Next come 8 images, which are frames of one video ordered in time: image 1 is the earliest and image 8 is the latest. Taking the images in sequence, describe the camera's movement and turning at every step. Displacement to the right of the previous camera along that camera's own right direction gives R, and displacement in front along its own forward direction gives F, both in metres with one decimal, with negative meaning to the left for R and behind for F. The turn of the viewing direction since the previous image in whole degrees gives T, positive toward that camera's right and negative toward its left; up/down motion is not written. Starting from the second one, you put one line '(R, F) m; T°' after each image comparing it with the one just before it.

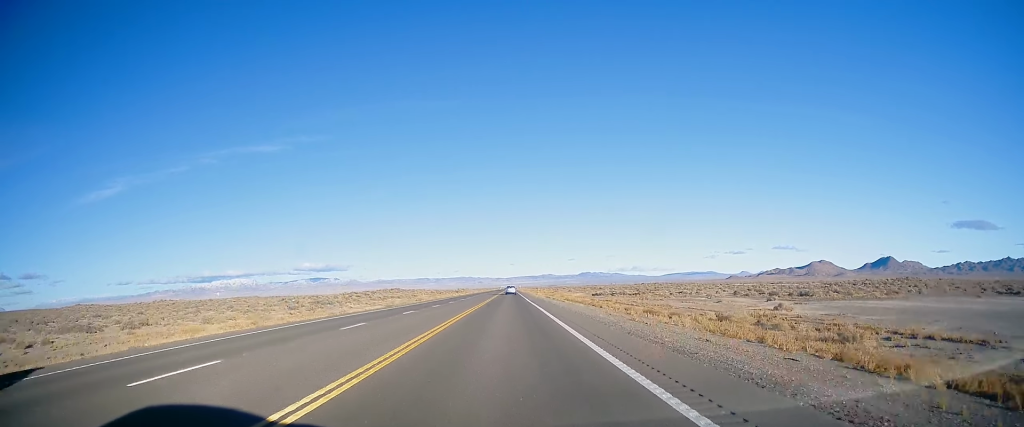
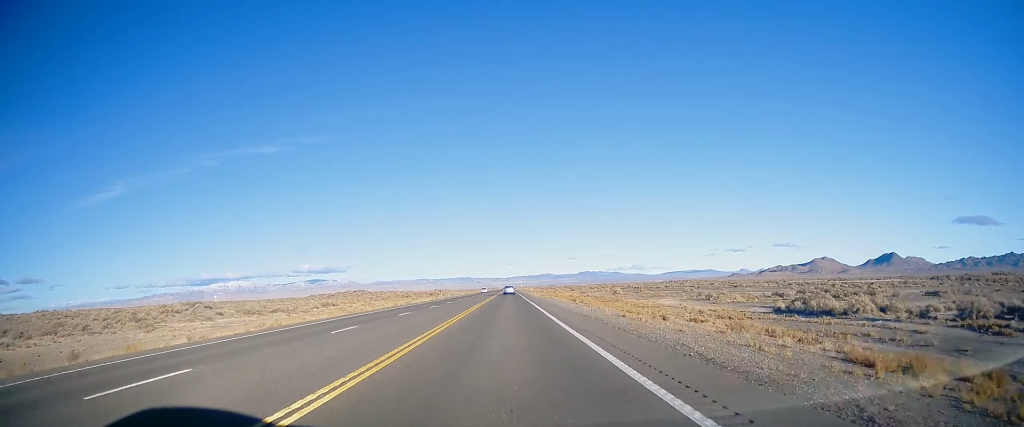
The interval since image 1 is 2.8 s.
(-0.1, +98.7) m; 0°
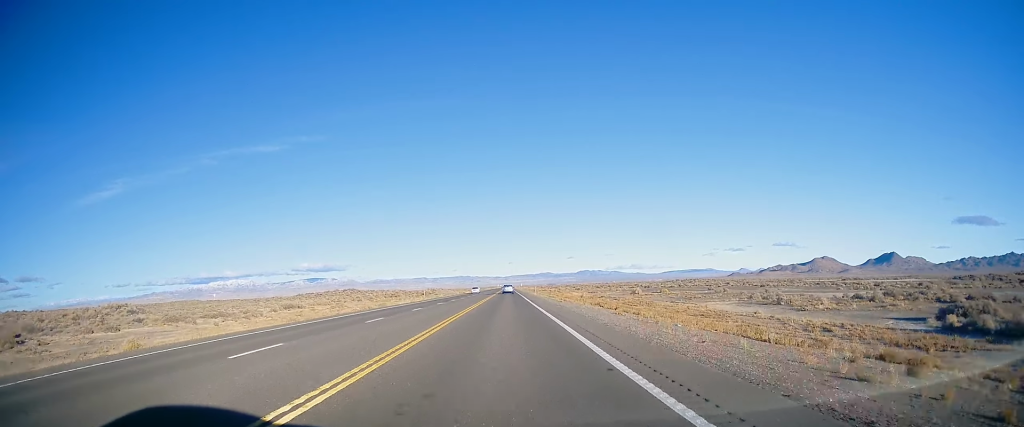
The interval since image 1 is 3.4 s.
(-0.1, +19.3) m; 0°
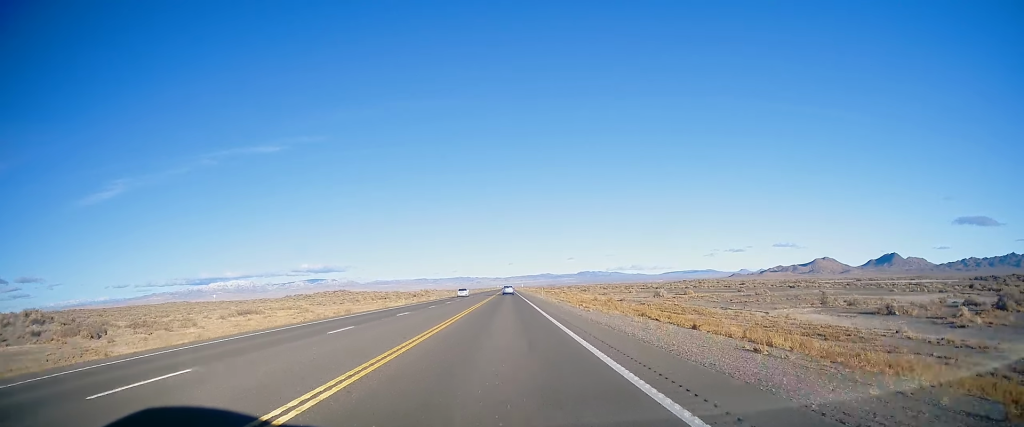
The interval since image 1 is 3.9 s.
(0.0, +16.9) m; 0°
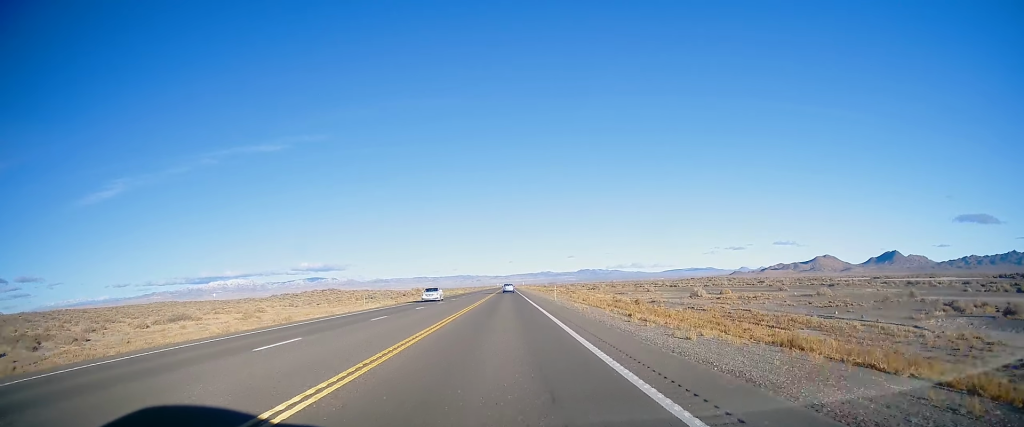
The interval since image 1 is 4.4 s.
(-0.1, +17.9) m; 0°
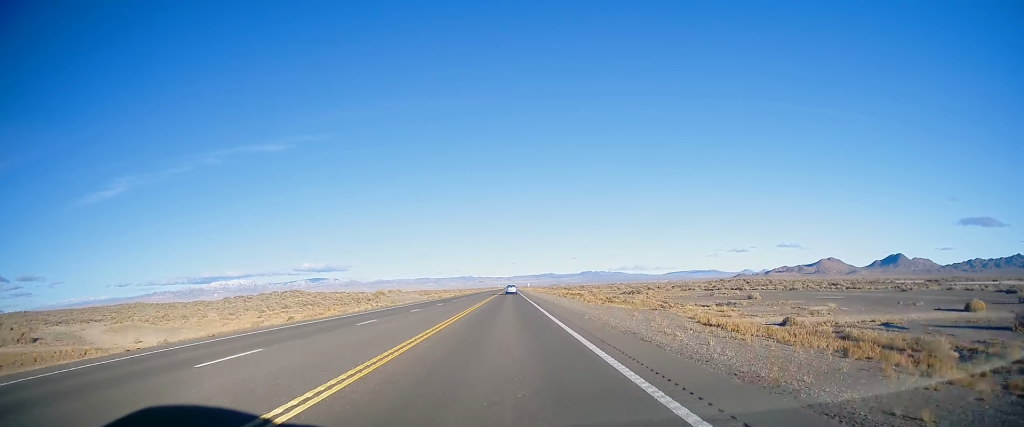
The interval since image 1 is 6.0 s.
(+0.4, +50.9) m; +1°
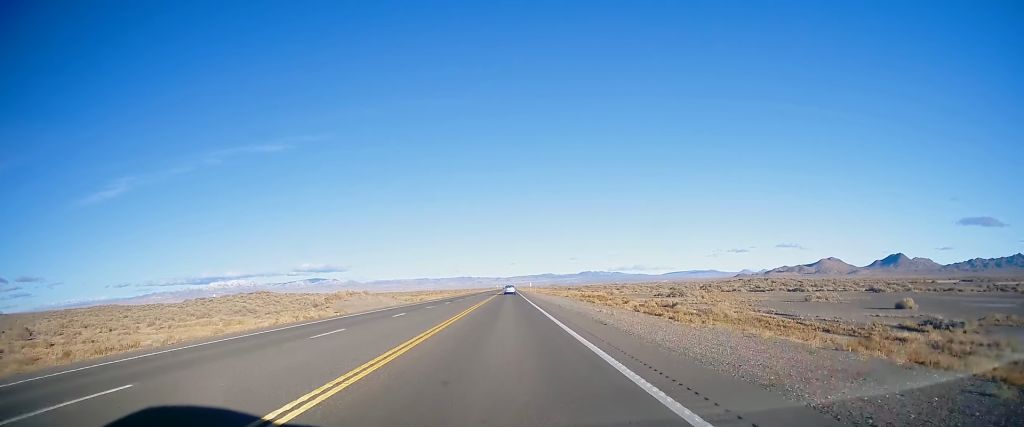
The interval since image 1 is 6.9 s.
(0.0, +29.6) m; 0°
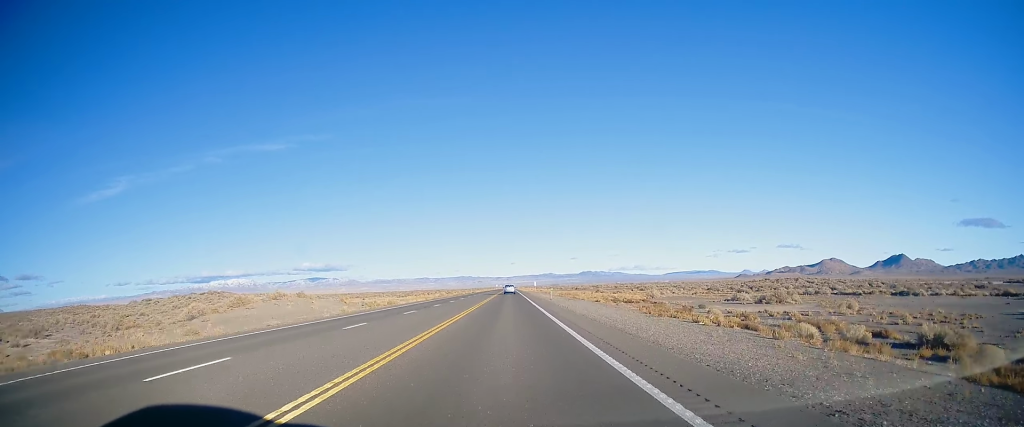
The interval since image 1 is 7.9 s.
(0.0, +32.7) m; -1°
